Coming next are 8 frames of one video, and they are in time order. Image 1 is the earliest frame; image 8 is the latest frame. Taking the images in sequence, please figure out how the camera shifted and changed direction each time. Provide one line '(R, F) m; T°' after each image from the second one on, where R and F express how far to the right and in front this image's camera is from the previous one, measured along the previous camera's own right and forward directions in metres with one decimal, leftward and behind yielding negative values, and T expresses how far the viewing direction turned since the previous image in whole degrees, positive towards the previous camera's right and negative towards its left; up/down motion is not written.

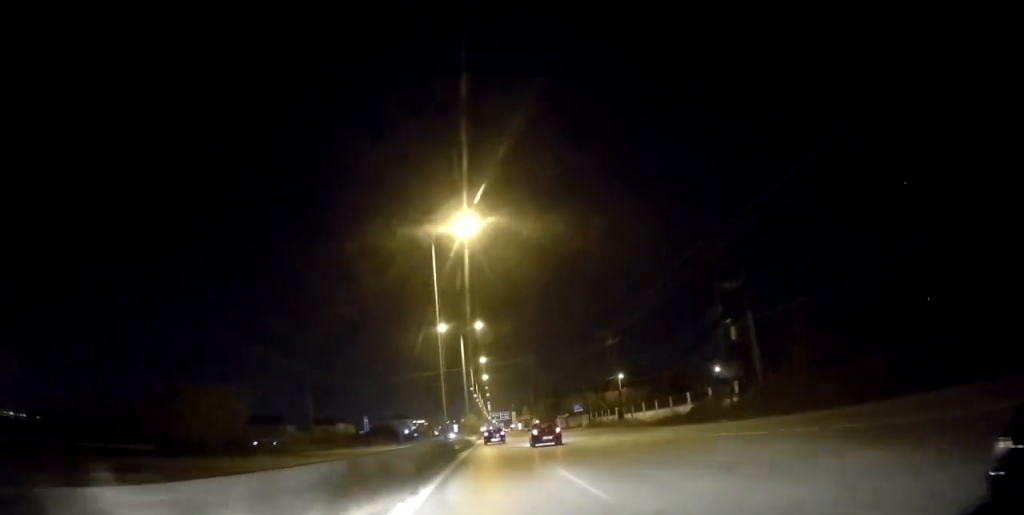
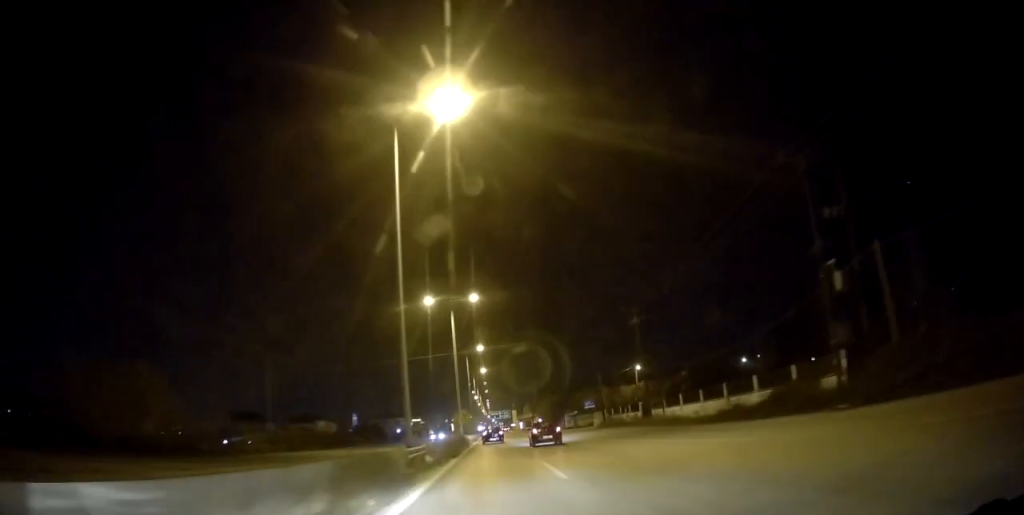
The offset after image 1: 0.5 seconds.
(+0.7, +13.6) m; -1°
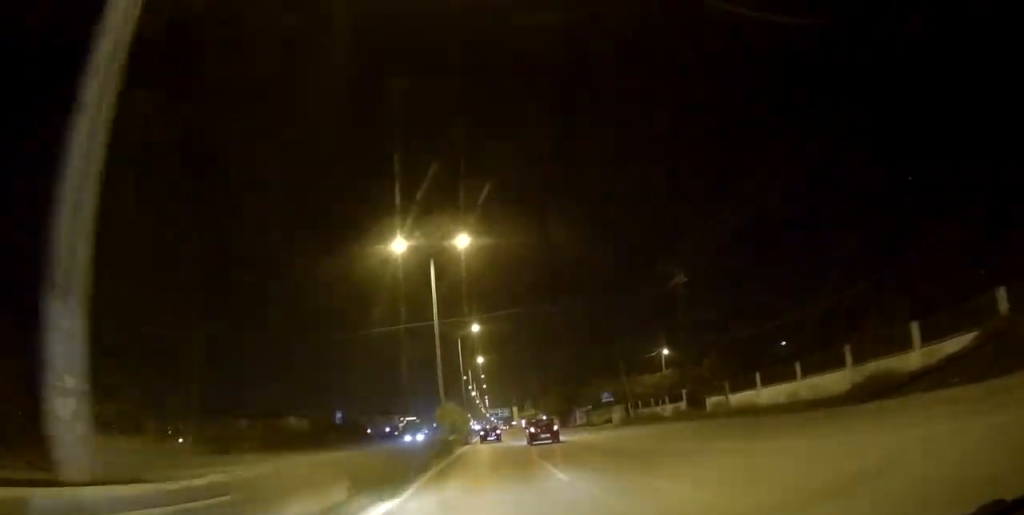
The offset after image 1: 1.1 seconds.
(-1.0, +16.1) m; -1°
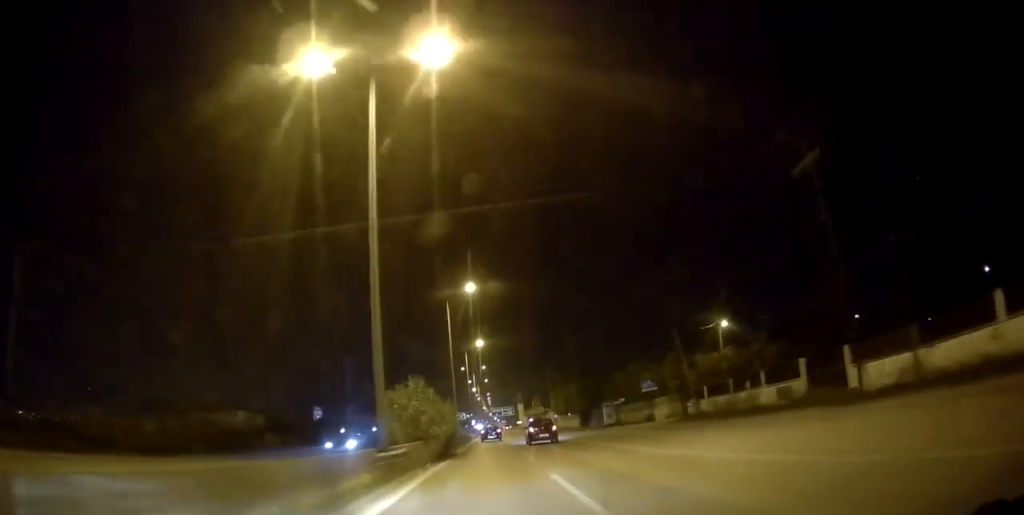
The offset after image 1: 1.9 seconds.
(-0.1, +20.5) m; 0°
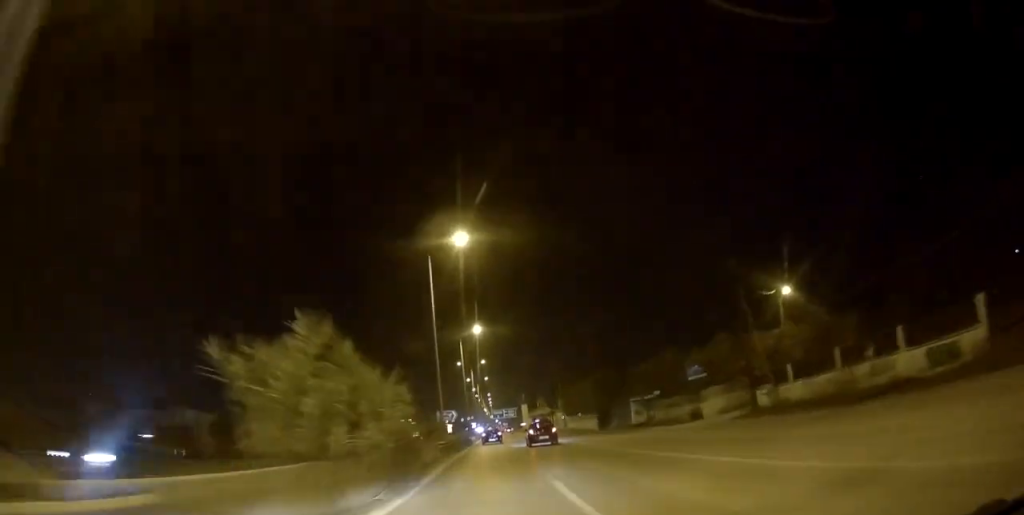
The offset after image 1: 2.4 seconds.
(+0.4, +13.9) m; +1°
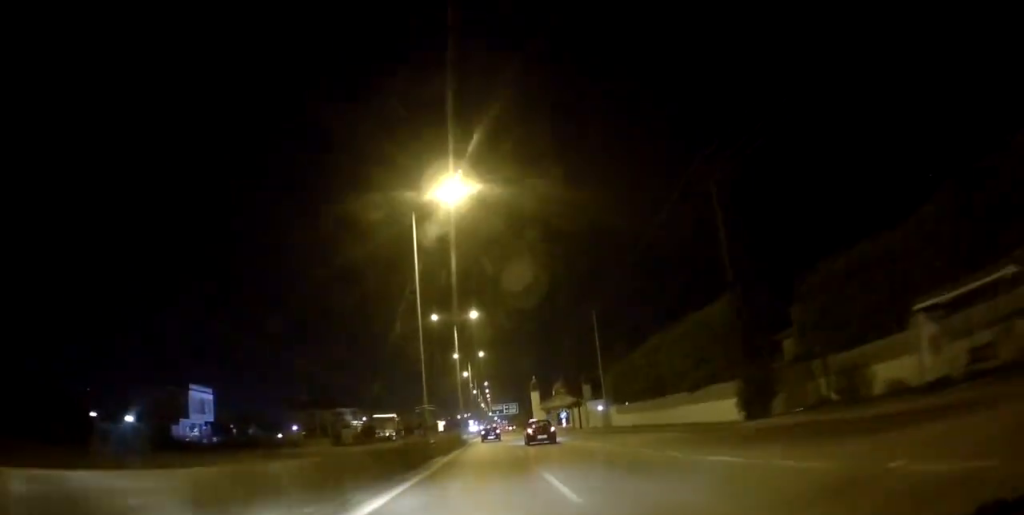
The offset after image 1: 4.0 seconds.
(+0.3, +40.5) m; 0°
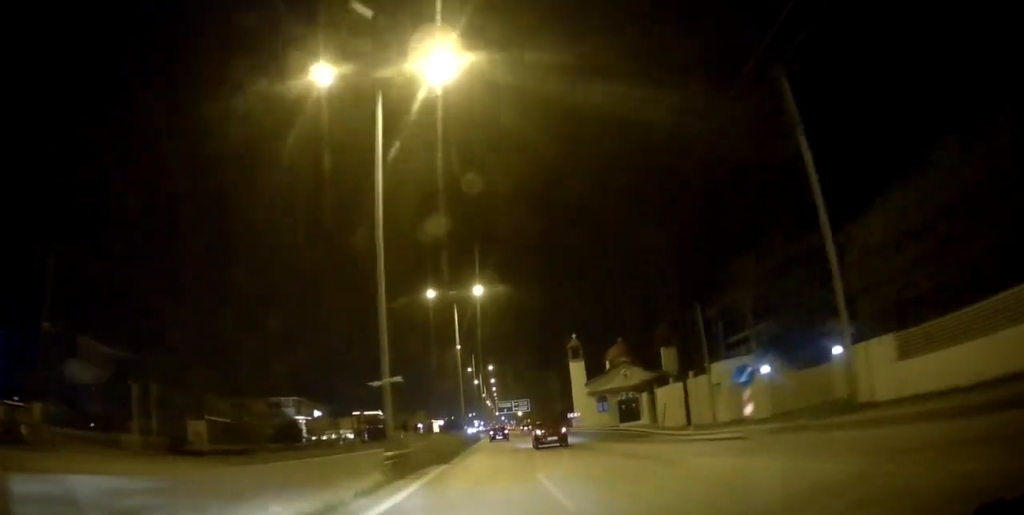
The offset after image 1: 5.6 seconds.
(-2.1, +44.2) m; -4°
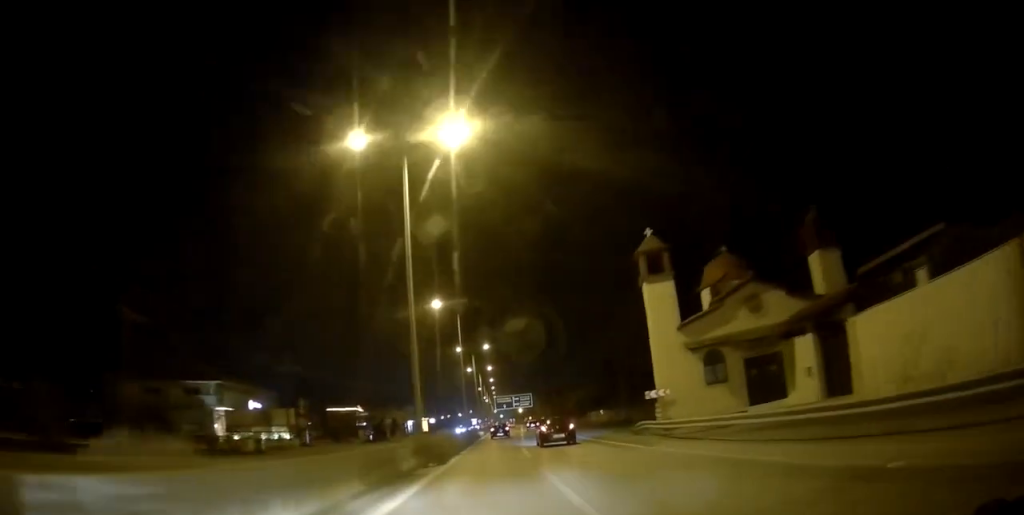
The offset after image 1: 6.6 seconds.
(+0.9, +27.3) m; +1°
